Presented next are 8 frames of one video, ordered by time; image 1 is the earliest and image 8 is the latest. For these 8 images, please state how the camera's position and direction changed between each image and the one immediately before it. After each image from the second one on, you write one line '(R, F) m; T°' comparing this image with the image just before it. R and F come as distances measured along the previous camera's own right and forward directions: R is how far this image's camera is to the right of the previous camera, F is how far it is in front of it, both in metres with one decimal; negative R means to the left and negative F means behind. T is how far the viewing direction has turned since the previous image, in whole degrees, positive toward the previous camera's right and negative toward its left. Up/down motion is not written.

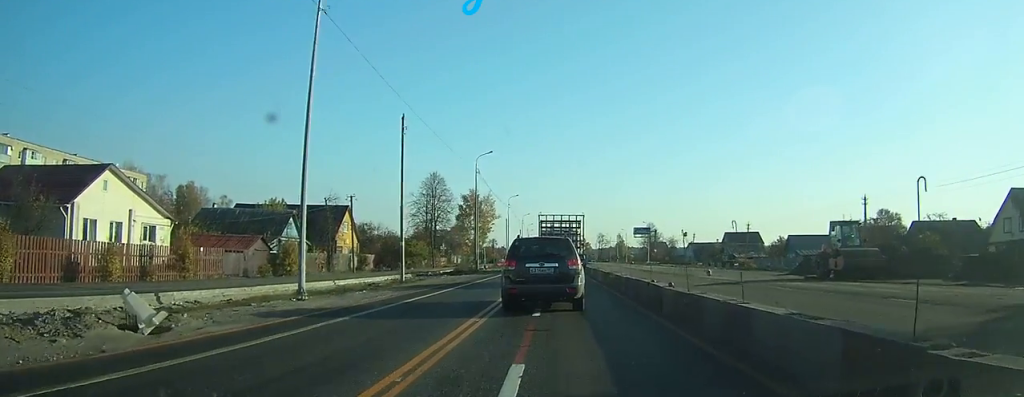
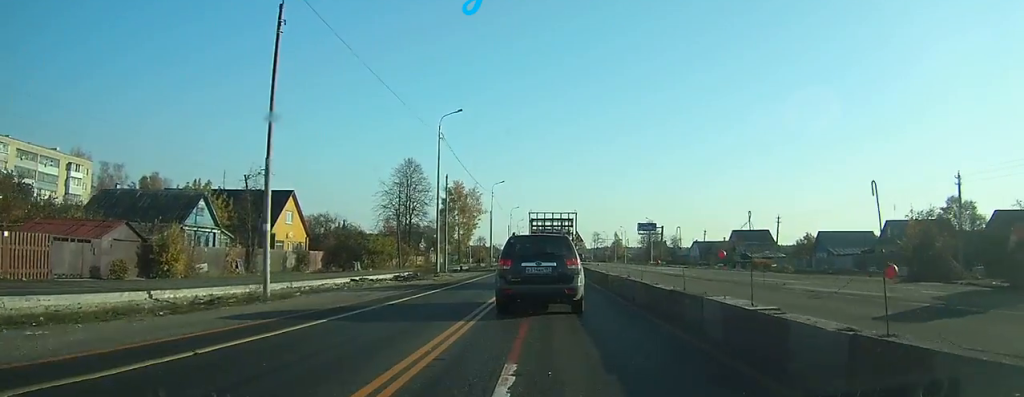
(+0.2, +14.2) m; 0°
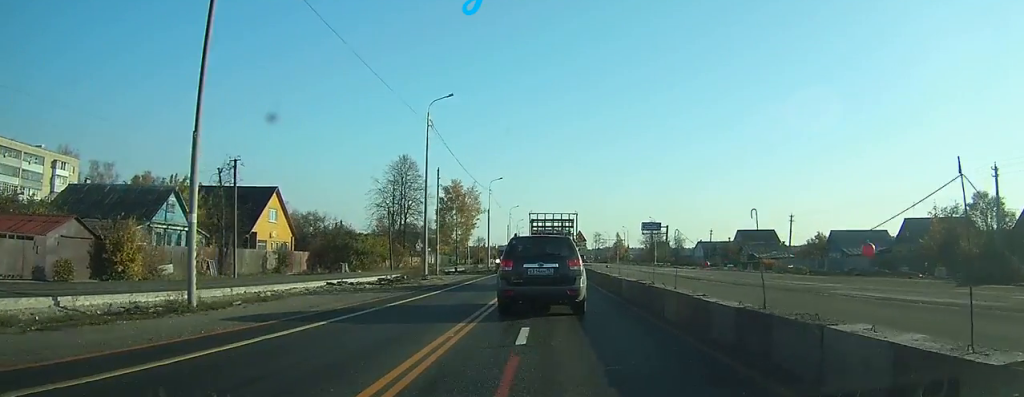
(0.0, +4.0) m; 0°
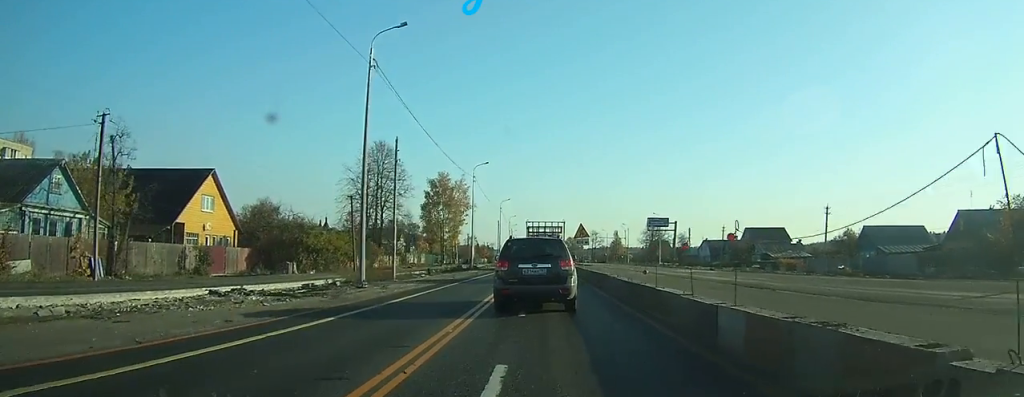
(0.0, +12.1) m; 0°
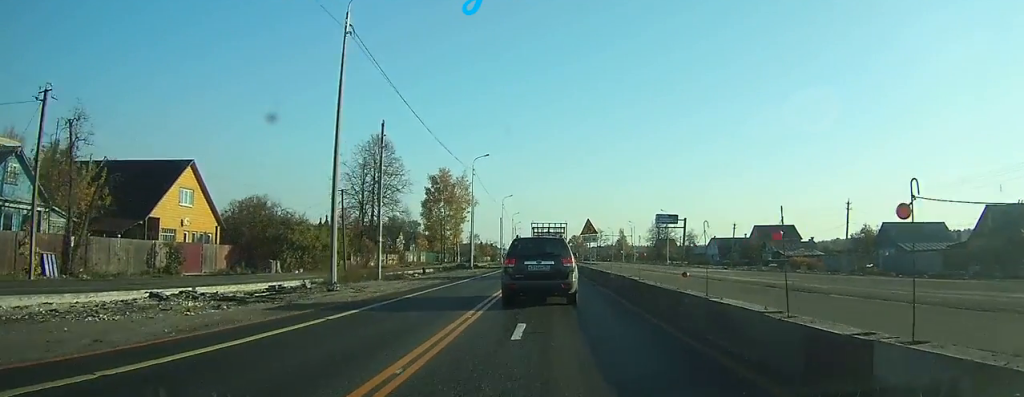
(-0.1, +3.9) m; +1°
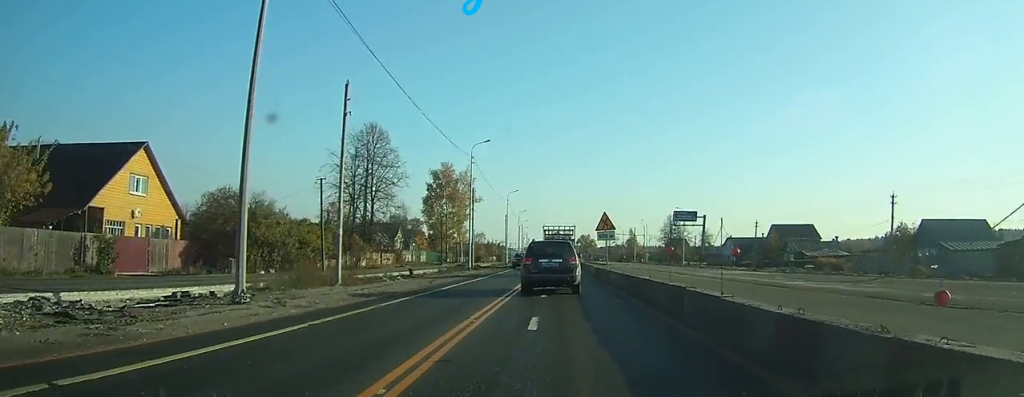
(+0.2, +7.3) m; +2°
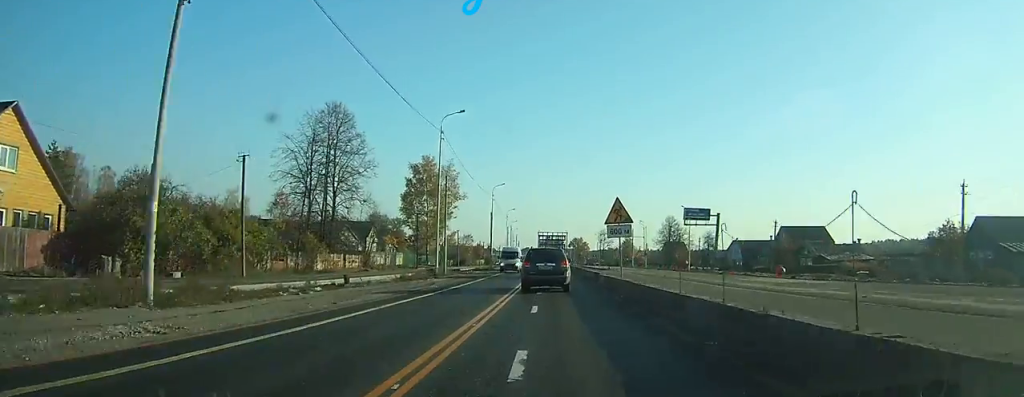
(+0.2, +11.6) m; +1°
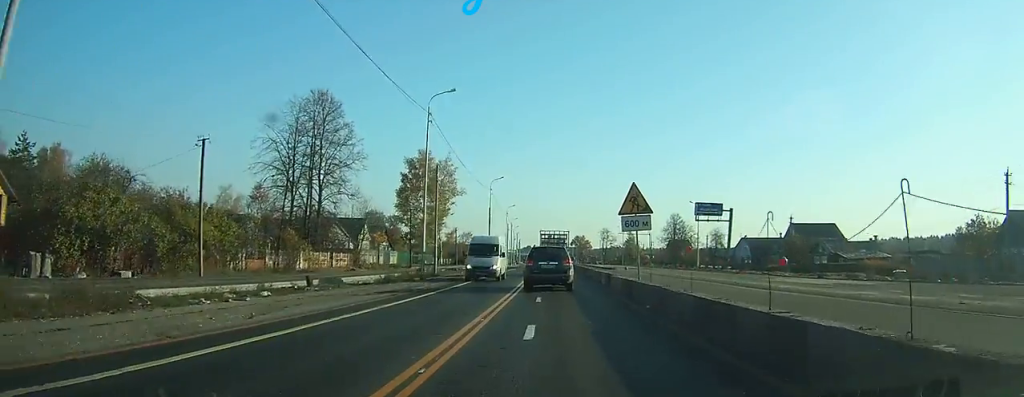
(0.0, +4.5) m; 0°
